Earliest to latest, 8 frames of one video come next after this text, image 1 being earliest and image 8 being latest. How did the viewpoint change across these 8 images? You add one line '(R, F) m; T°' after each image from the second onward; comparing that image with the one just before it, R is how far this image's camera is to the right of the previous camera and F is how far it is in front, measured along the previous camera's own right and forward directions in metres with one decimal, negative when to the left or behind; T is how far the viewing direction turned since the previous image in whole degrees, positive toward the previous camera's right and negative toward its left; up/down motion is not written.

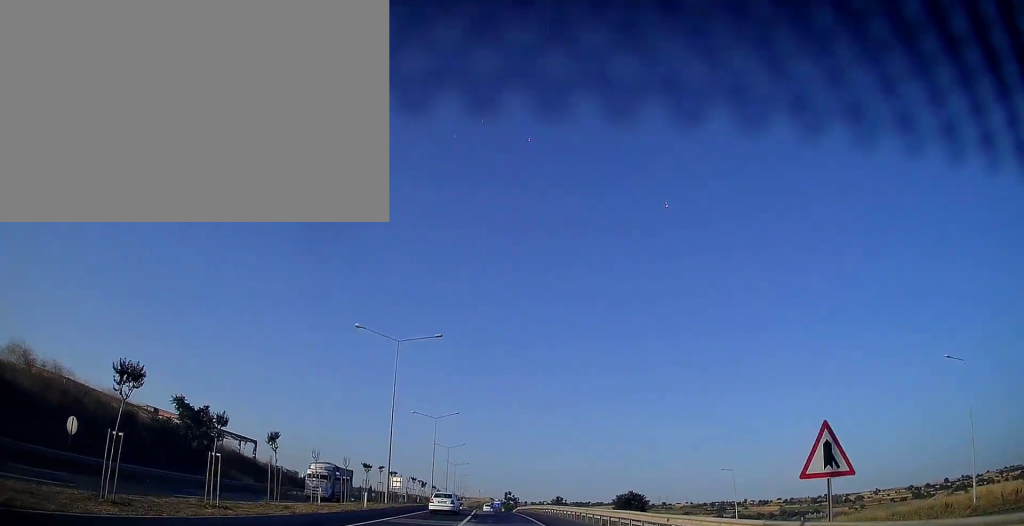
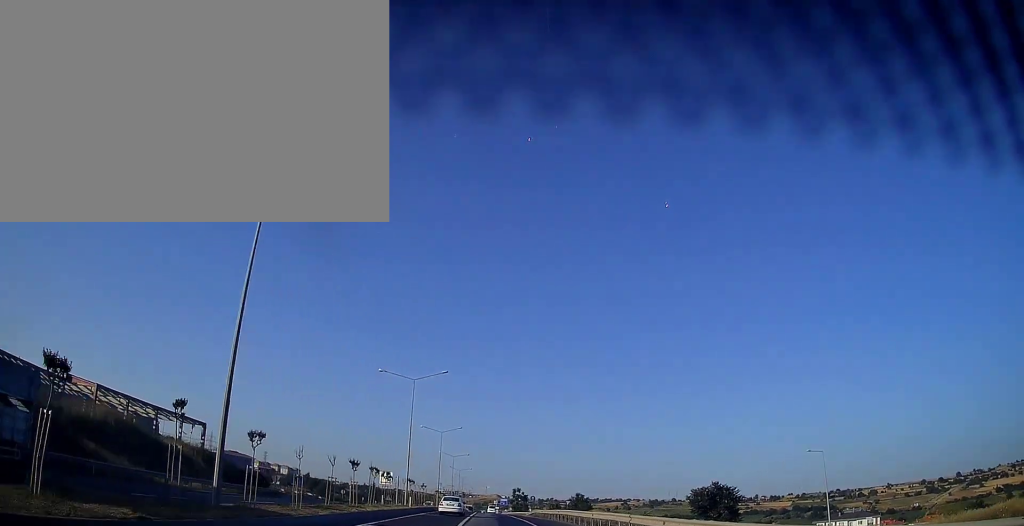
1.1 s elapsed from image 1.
(-0.3, +27.9) m; -1°
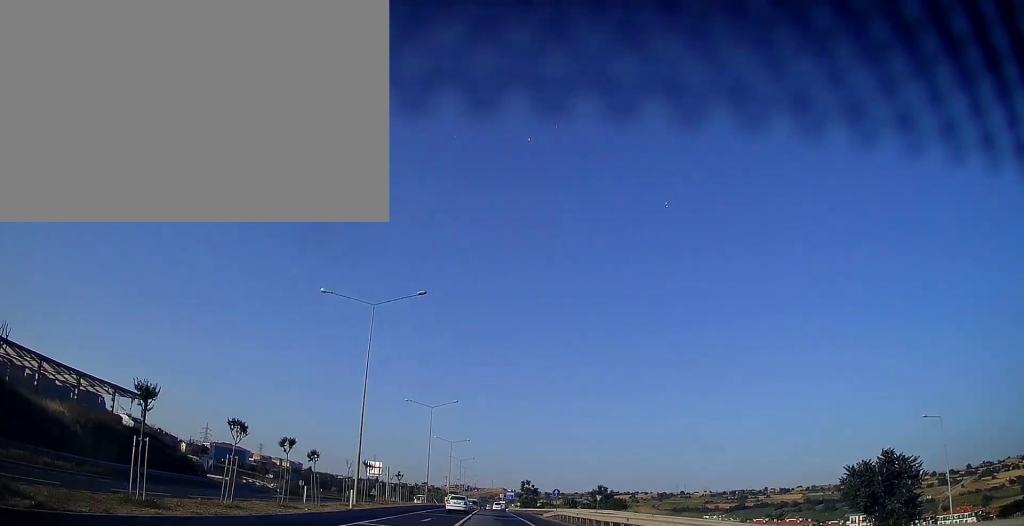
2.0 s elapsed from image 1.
(0.0, +20.7) m; 0°
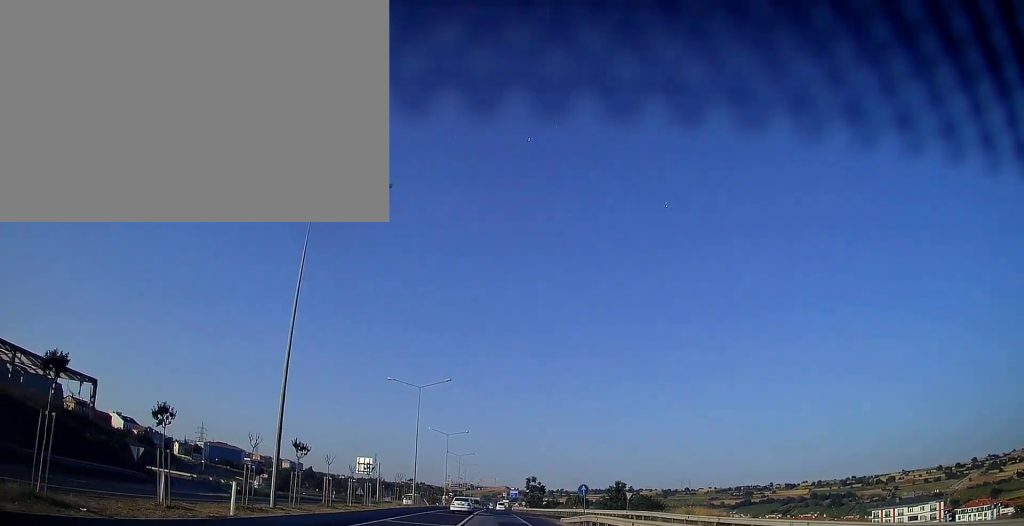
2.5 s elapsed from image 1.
(-0.1, +14.1) m; 0°
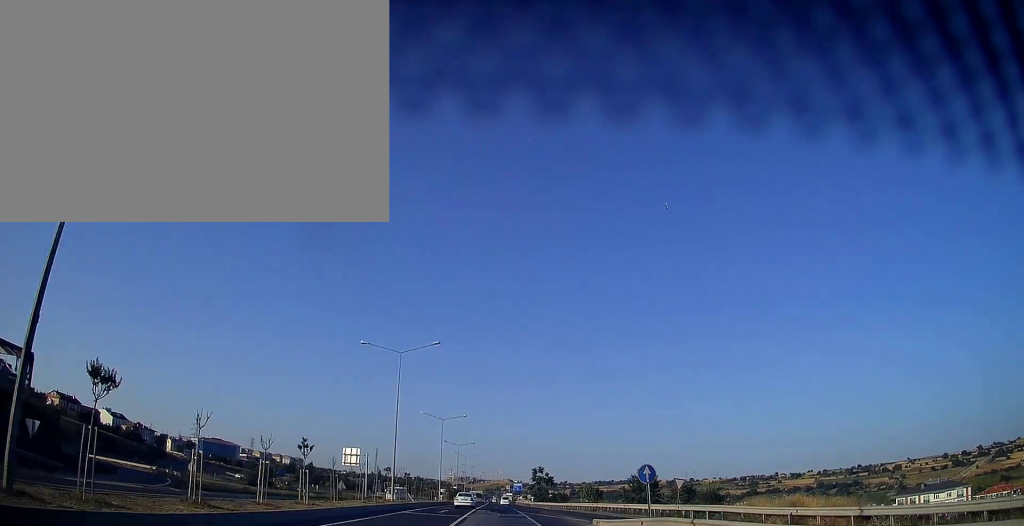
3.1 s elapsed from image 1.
(0.0, +13.2) m; 0°
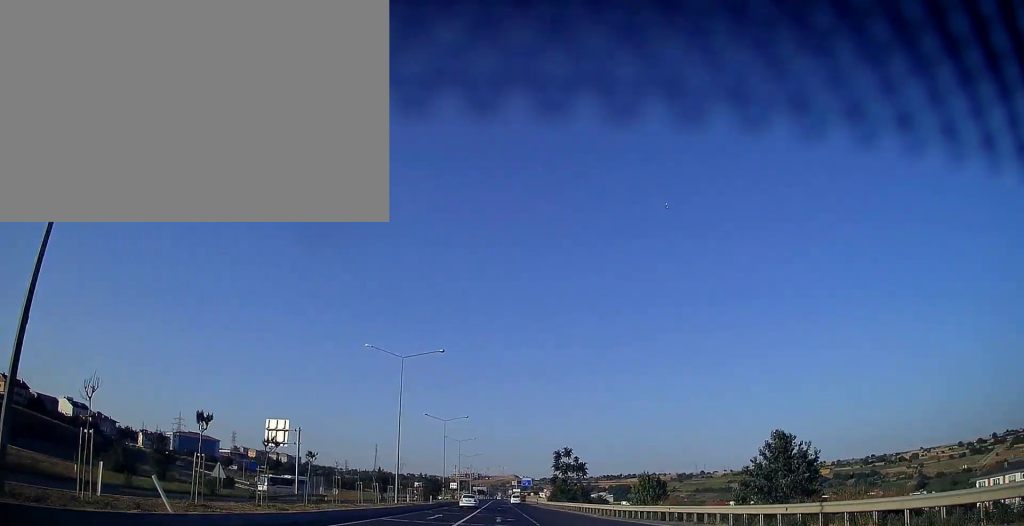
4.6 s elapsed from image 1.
(-0.2, +39.5) m; -1°
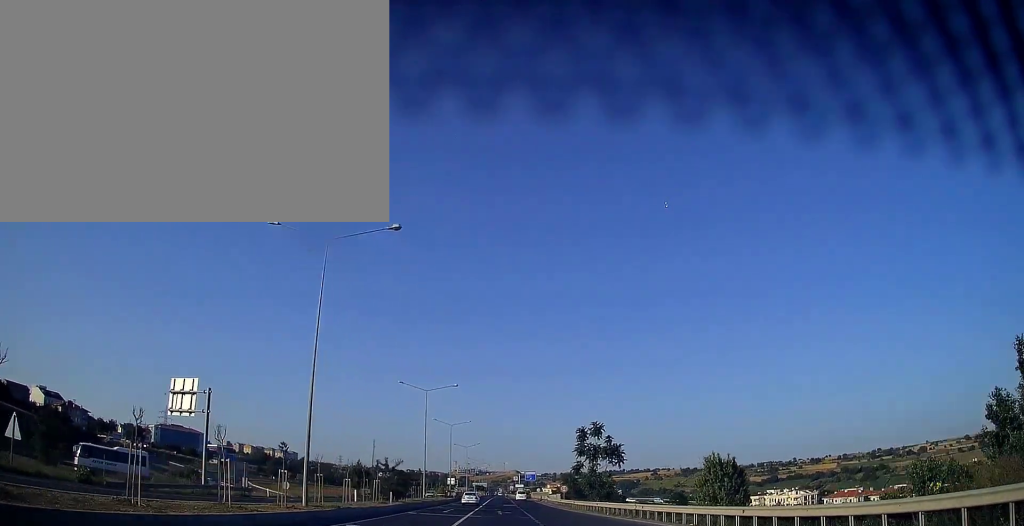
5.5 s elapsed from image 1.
(-0.1, +23.2) m; 0°
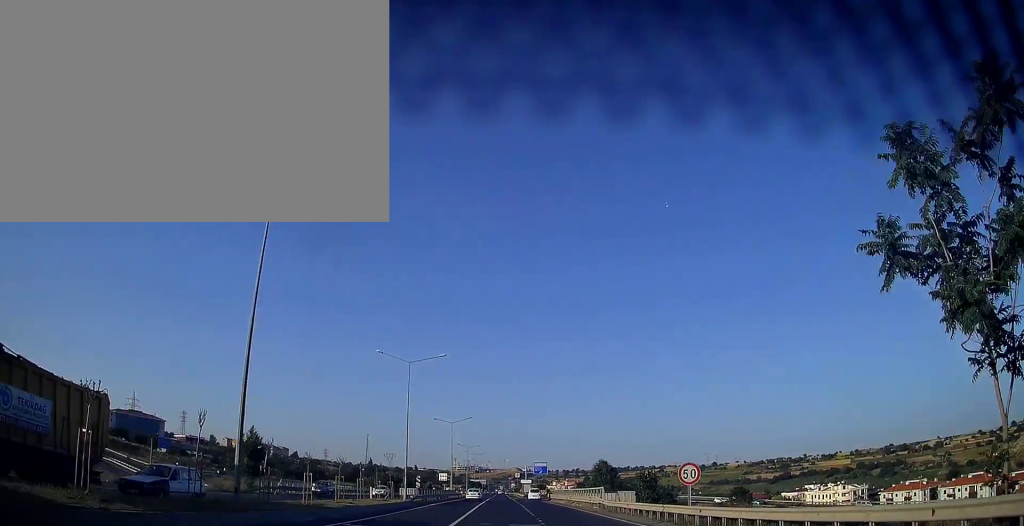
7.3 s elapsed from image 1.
(-0.1, +47.1) m; 0°
